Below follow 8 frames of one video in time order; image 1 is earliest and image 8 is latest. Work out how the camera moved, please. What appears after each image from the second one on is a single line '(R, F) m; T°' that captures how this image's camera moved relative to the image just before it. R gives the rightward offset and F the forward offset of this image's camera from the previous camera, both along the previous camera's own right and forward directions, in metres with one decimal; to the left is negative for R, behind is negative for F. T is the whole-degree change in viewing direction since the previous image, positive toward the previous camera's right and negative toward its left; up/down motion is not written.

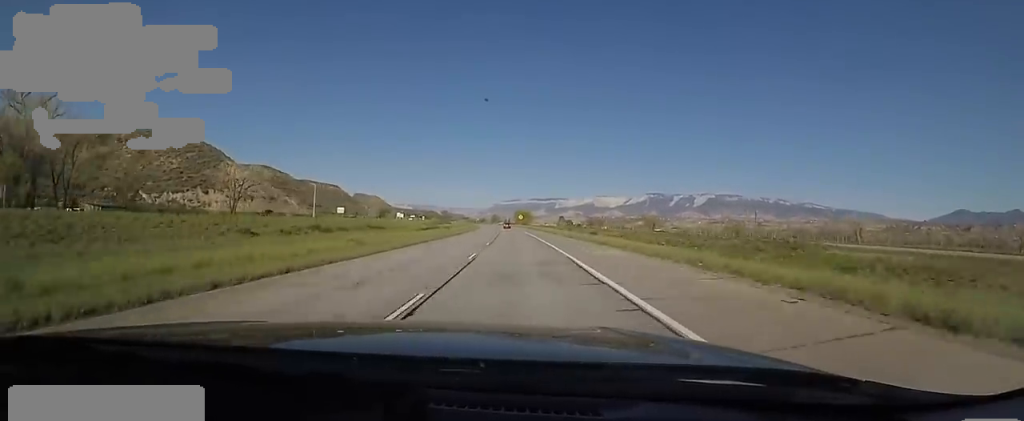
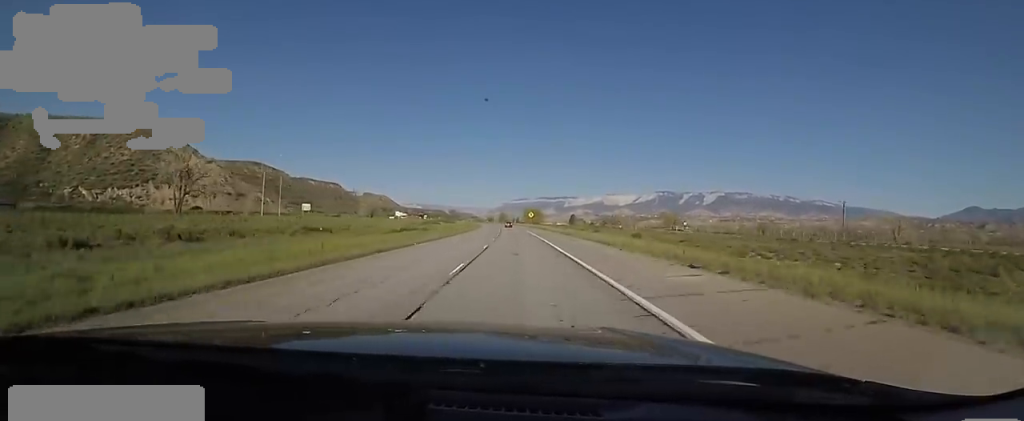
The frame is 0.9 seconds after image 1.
(+1.3, +28.9) m; 0°
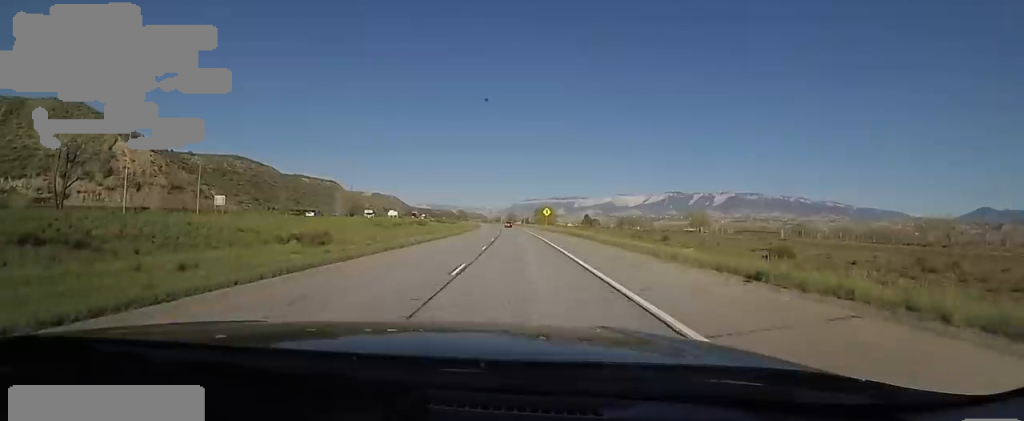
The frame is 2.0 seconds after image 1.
(-1.7, +37.9) m; -3°
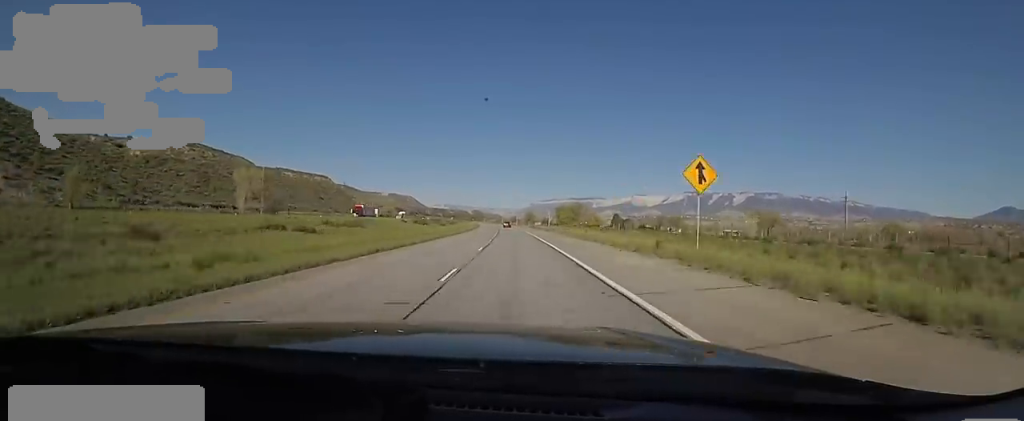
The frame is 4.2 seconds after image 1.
(-2.6, +73.9) m; -2°
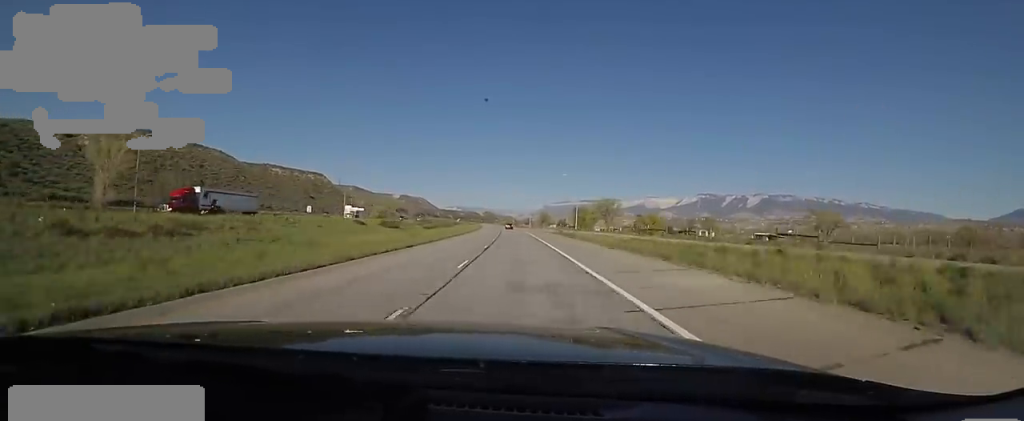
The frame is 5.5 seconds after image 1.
(0.0, +43.8) m; -2°
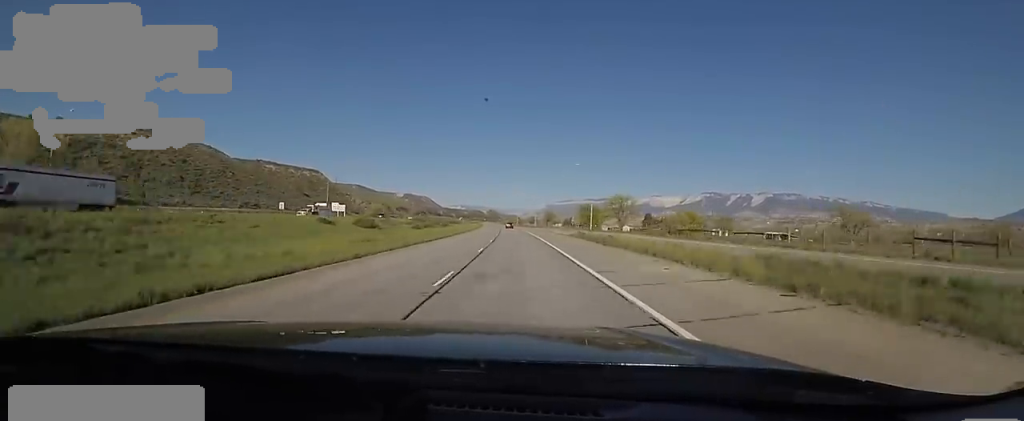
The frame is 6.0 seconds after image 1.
(-0.3, +16.8) m; -1°
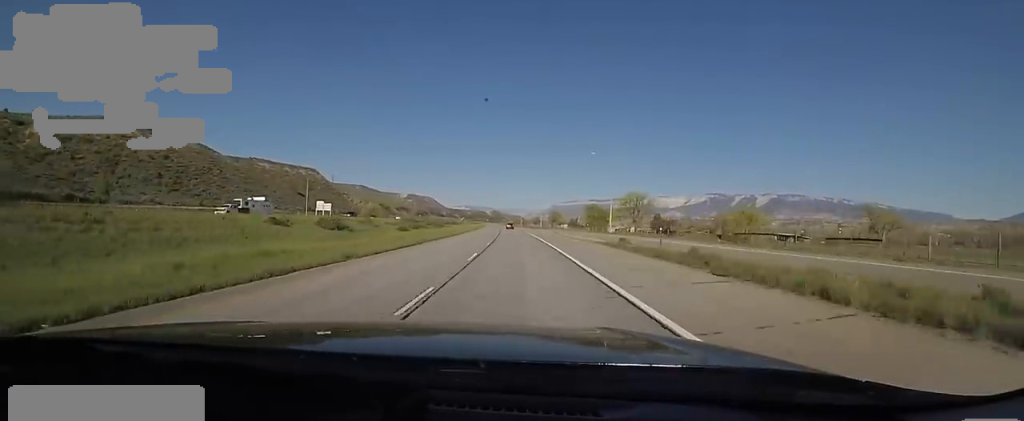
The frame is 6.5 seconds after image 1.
(0.0, +15.7) m; 0°
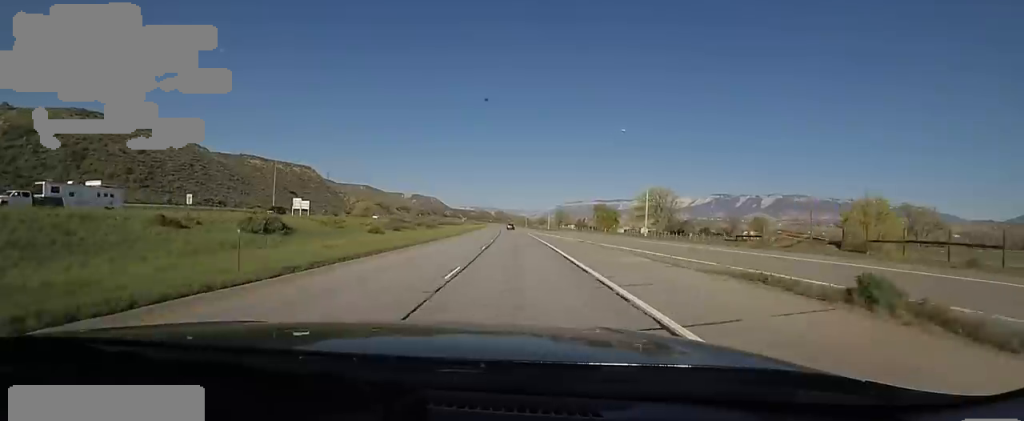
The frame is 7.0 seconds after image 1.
(0.0, +19.0) m; 0°
